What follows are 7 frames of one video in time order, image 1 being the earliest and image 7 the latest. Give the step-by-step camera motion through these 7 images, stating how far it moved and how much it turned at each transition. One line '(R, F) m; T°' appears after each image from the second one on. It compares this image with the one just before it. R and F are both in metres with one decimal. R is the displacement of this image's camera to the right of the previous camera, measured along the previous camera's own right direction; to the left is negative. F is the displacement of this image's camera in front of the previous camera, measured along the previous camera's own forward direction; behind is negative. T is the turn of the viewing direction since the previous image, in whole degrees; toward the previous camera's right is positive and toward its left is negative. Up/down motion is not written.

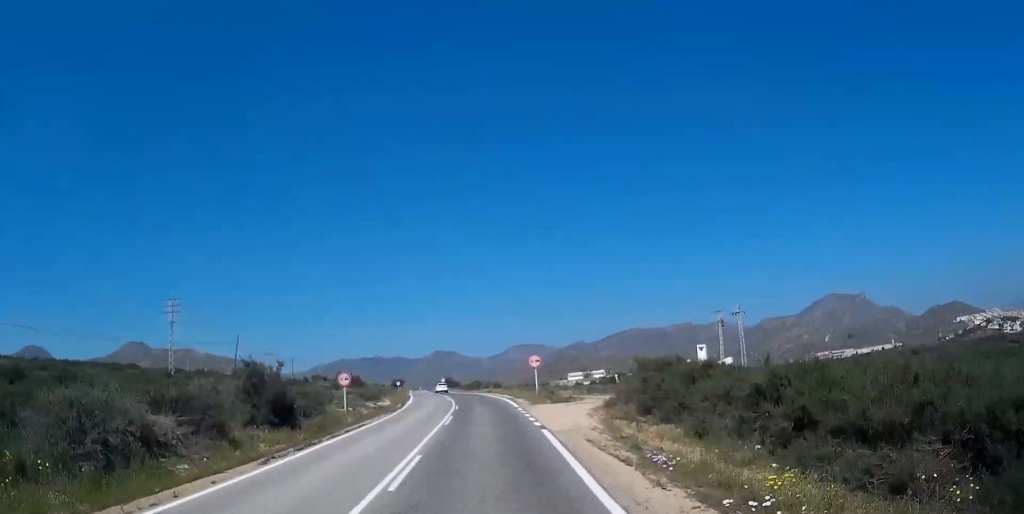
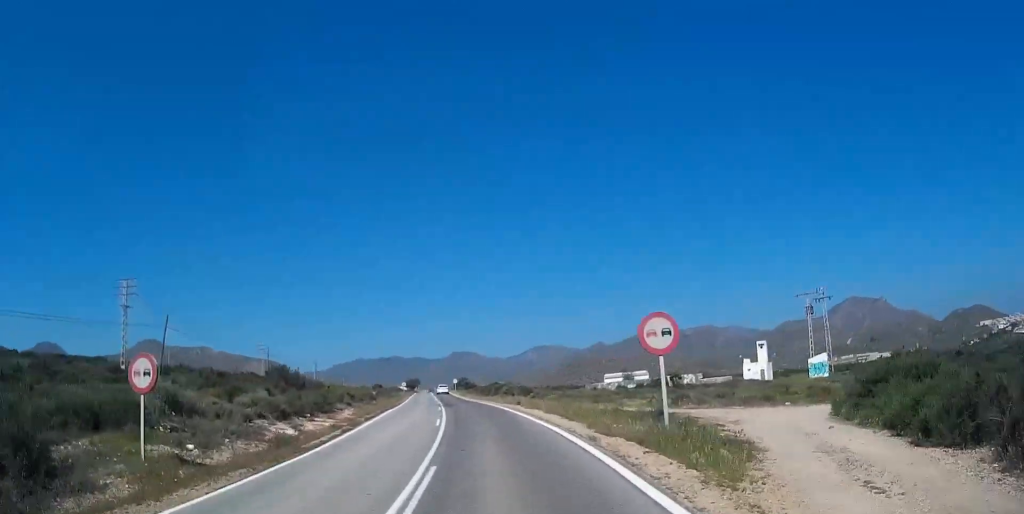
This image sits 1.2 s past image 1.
(-0.1, +23.4) m; -1°
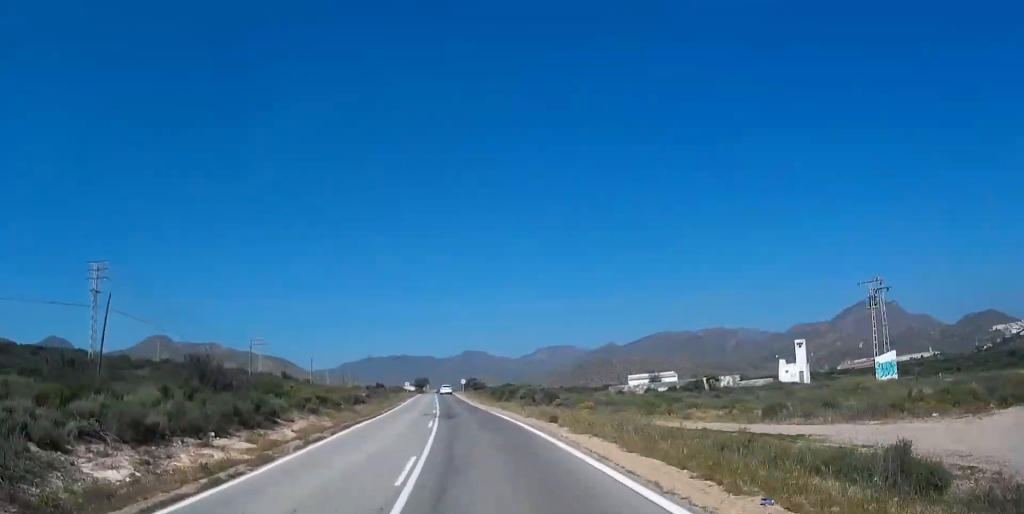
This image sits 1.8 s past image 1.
(0.0, +11.9) m; 0°
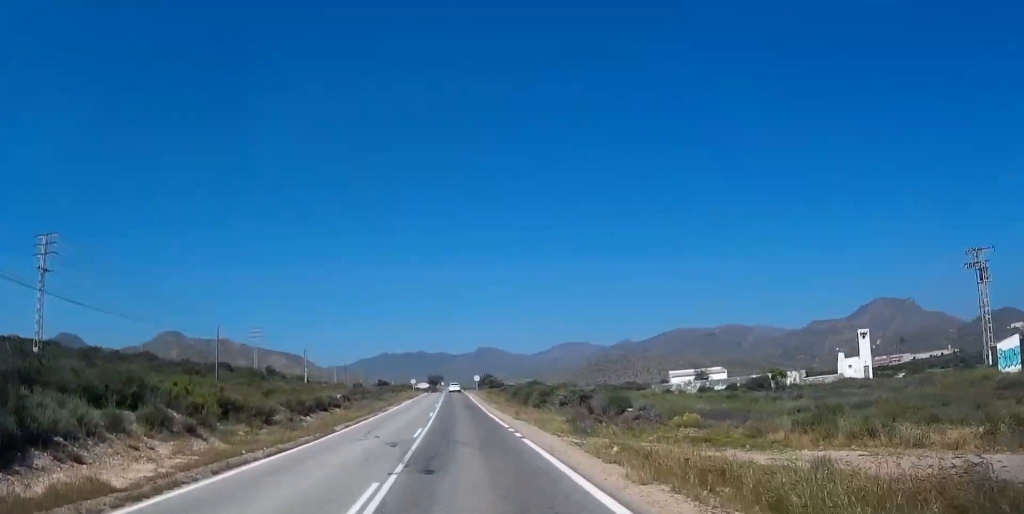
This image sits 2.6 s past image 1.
(-0.1, +16.5) m; -1°
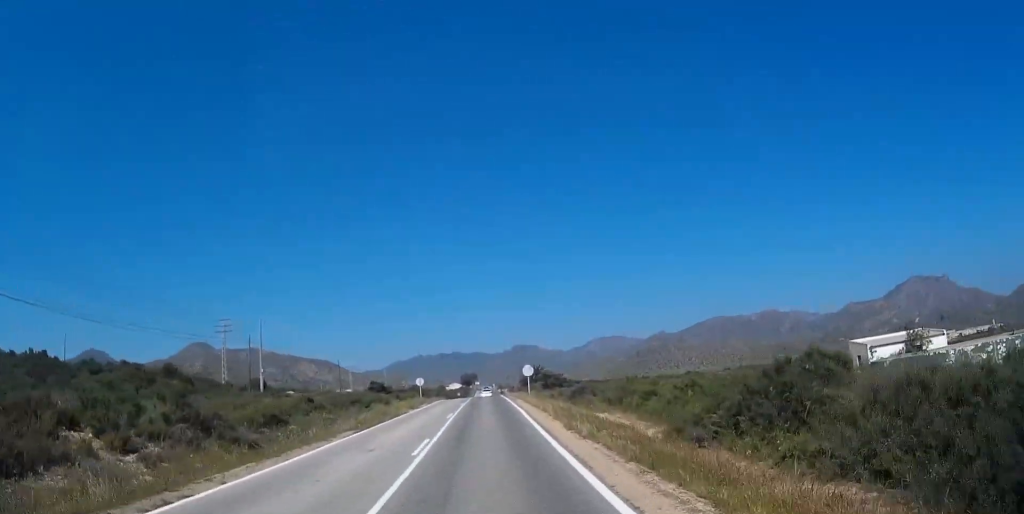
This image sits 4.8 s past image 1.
(-1.7, +43.3) m; -4°
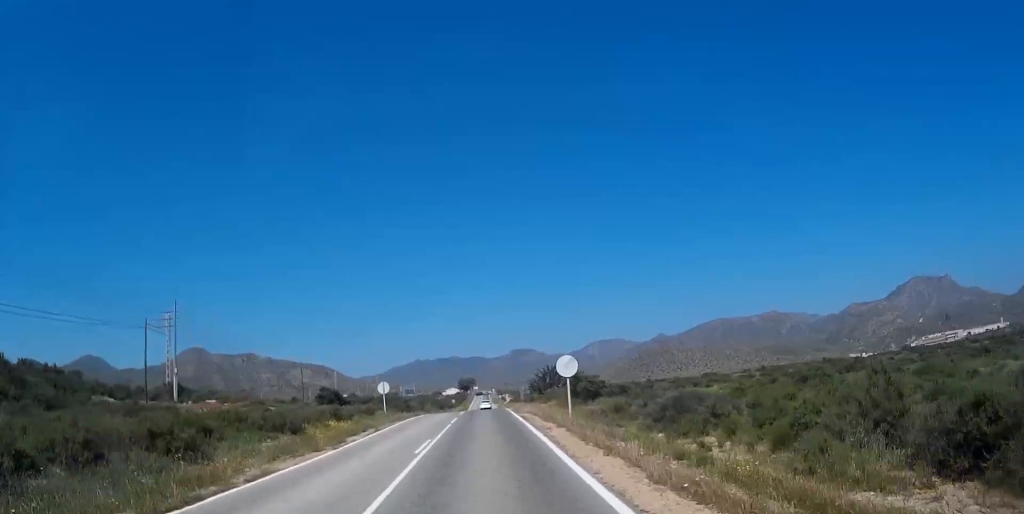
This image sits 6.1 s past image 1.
(-0.3, +23.6) m; -1°
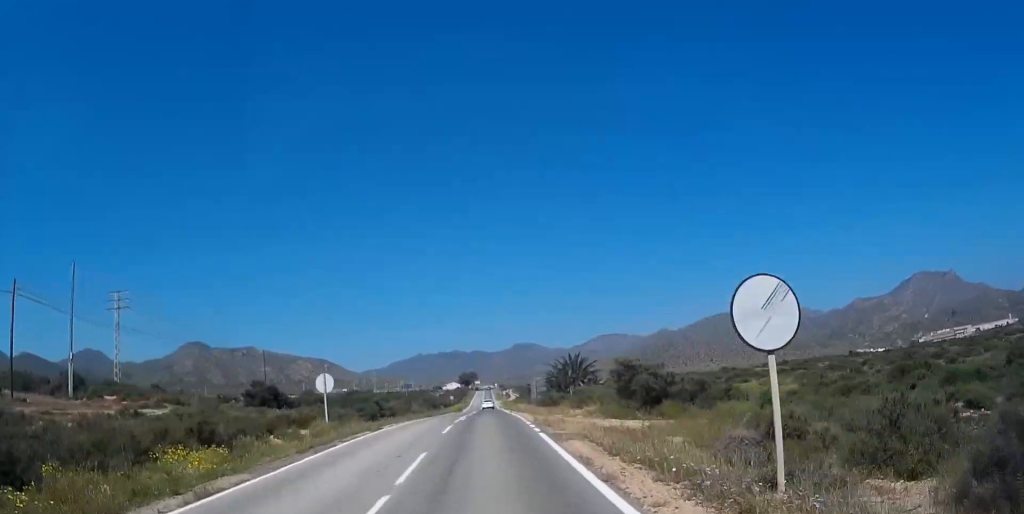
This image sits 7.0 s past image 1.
(-0.1, +17.2) m; 0°
